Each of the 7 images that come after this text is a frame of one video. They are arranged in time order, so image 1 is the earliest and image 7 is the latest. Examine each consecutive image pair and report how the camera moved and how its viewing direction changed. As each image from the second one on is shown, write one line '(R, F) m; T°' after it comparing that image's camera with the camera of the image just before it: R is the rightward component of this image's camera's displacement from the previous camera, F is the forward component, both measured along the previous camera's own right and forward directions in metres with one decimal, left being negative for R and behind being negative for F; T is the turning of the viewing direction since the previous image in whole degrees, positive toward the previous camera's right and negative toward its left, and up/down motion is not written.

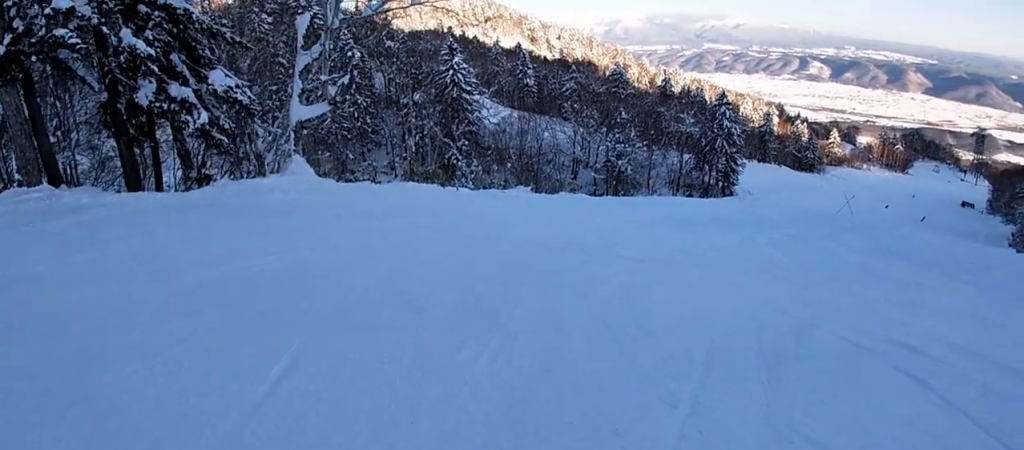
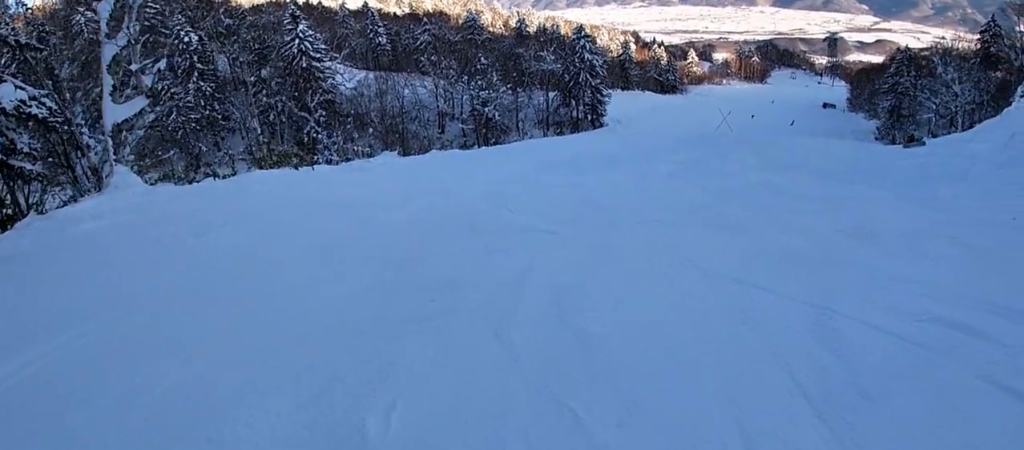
(+0.5, +1.8) m; +12°
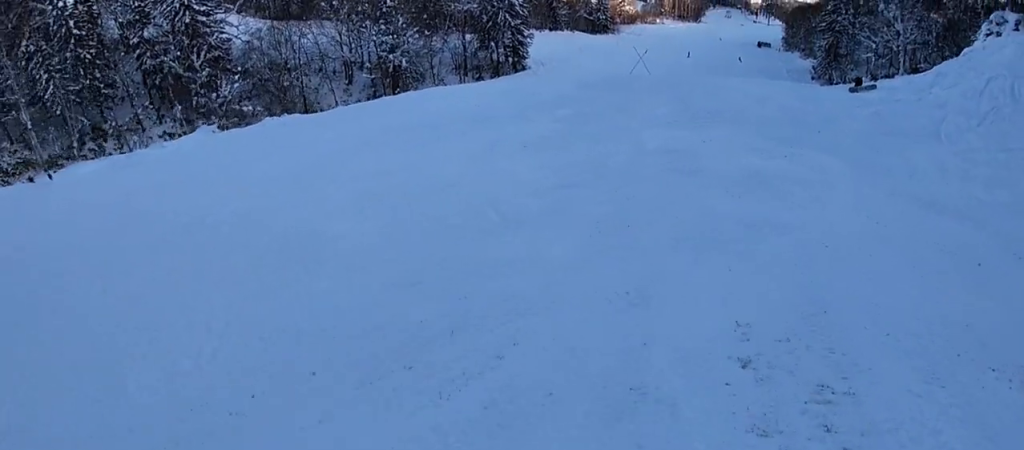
(+1.0, +7.1) m; -6°
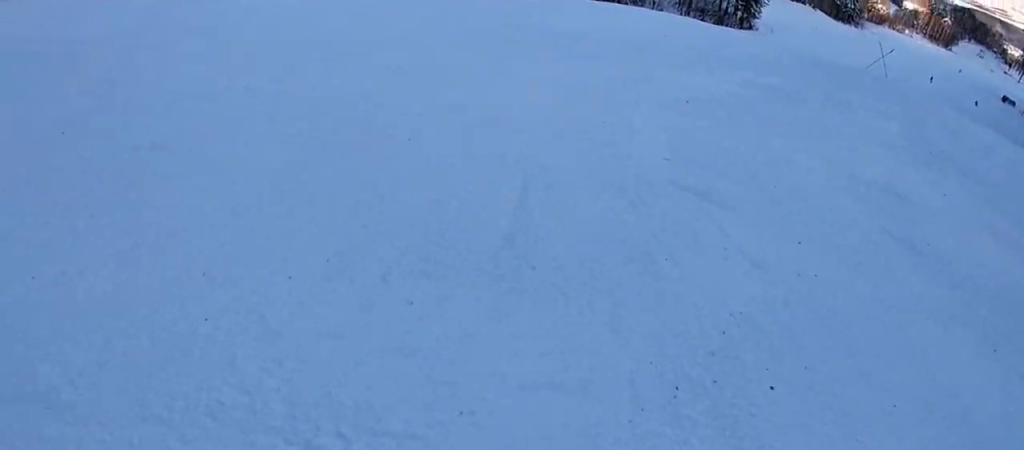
(-0.1, +4.0) m; -16°
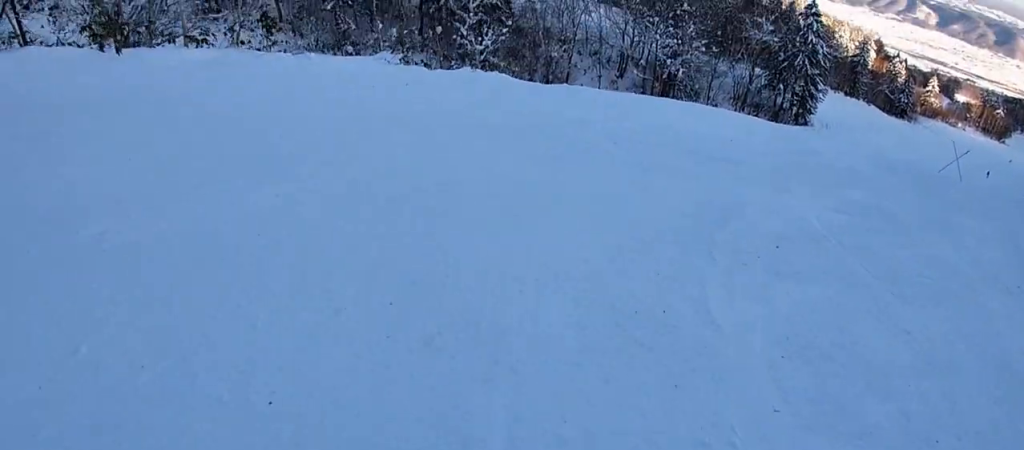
(-0.5, +2.7) m; +3°
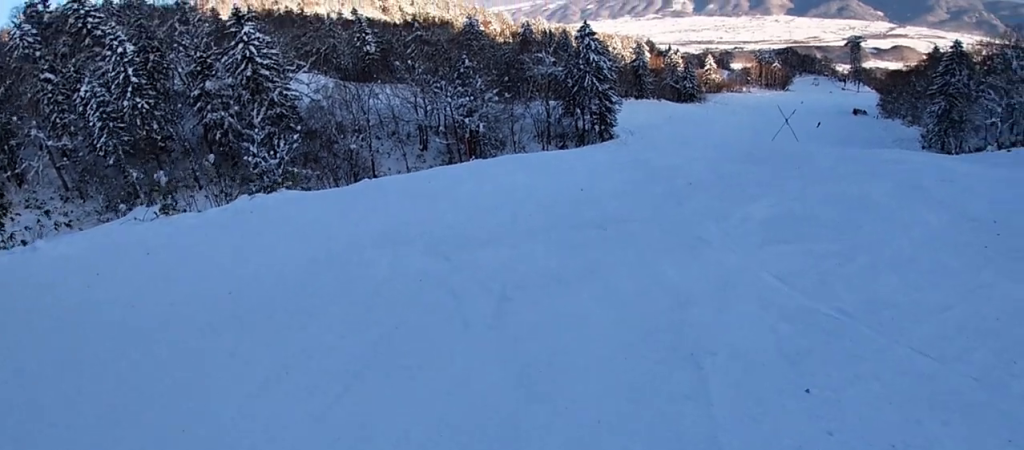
(-0.8, +3.3) m; +13°
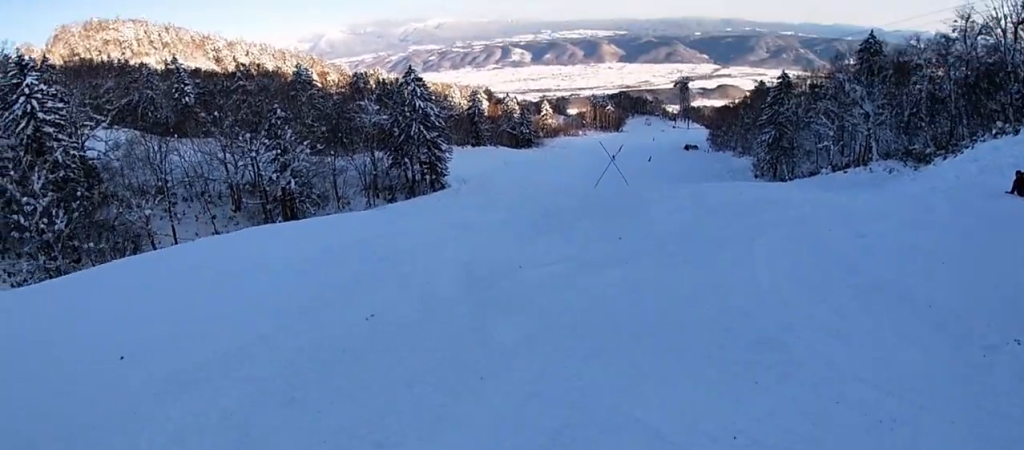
(+2.4, +6.1) m; +9°
